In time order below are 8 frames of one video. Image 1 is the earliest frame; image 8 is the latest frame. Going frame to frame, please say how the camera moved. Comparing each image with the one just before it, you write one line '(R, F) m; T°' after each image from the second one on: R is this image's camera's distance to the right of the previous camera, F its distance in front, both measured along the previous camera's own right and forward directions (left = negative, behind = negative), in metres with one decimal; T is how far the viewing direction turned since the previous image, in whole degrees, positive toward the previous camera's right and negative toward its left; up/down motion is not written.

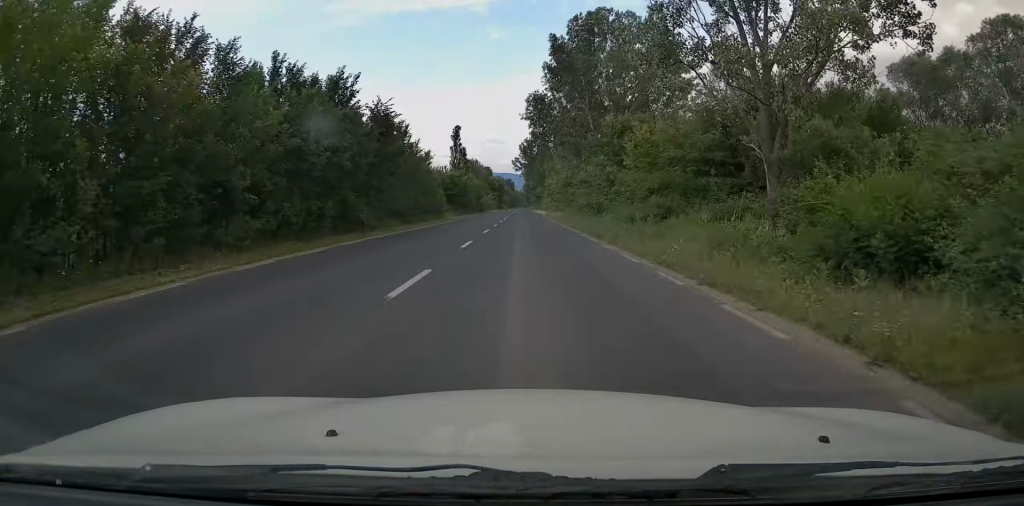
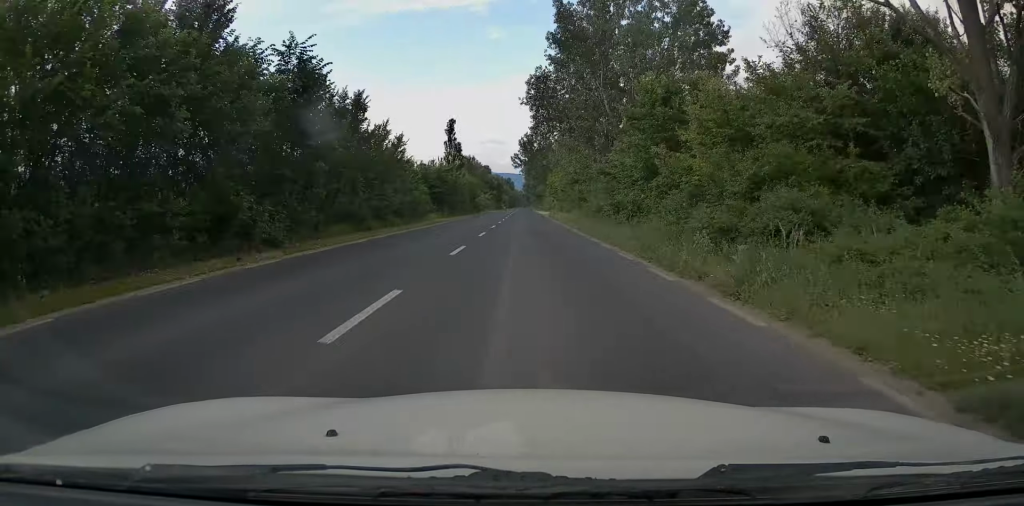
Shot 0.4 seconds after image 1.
(0.0, +11.2) m; 0°
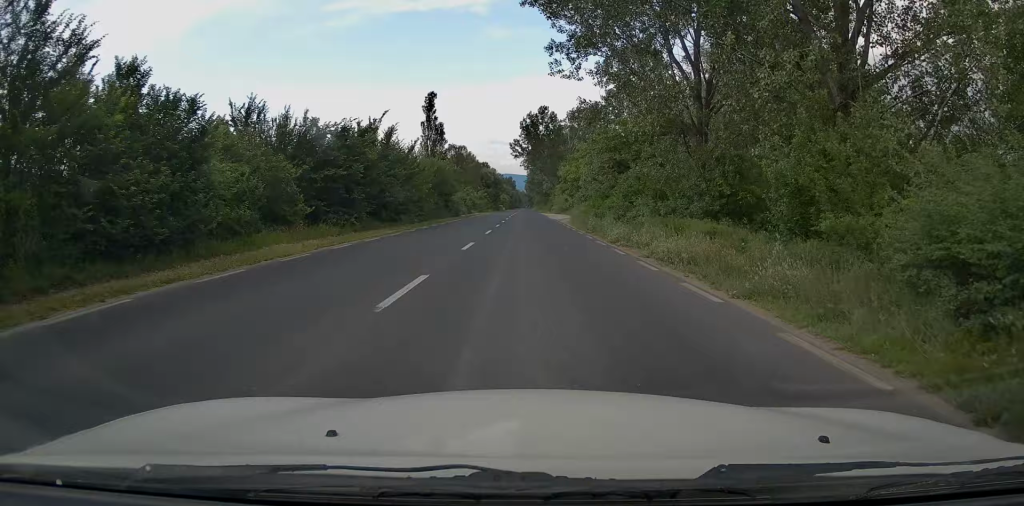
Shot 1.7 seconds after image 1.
(-0.1, +33.7) m; -1°
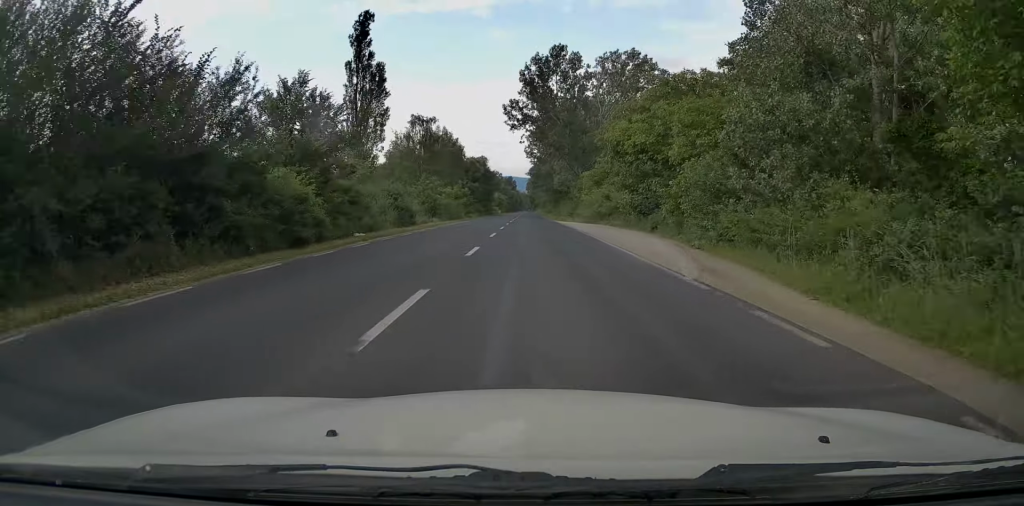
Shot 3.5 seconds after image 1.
(-0.3, +45.9) m; 0°
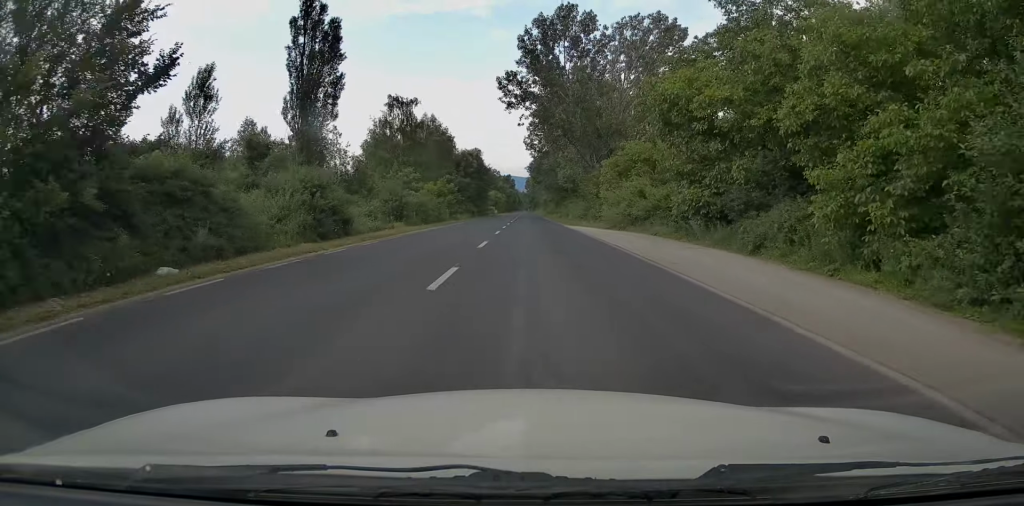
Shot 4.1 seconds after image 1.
(+0.2, +14.7) m; 0°
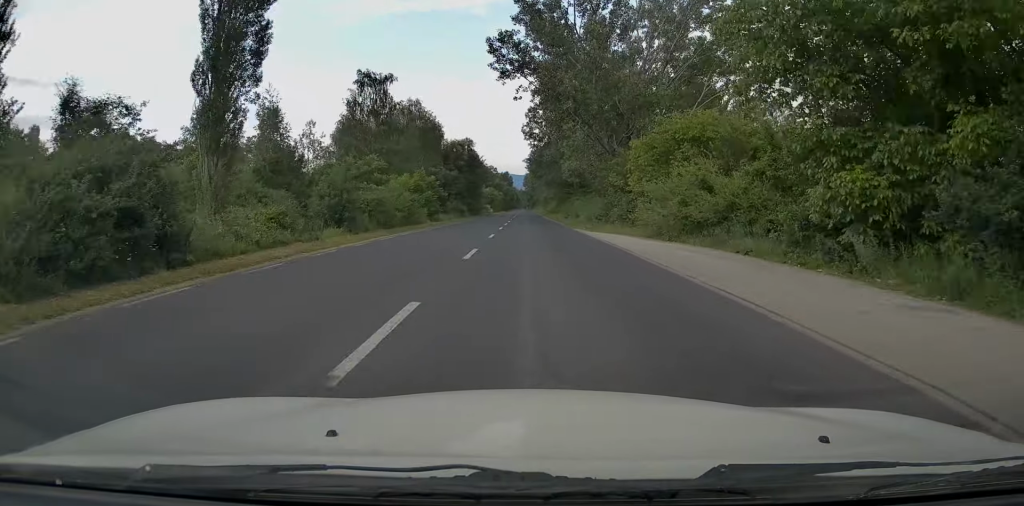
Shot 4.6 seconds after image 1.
(0.0, +13.0) m; 0°
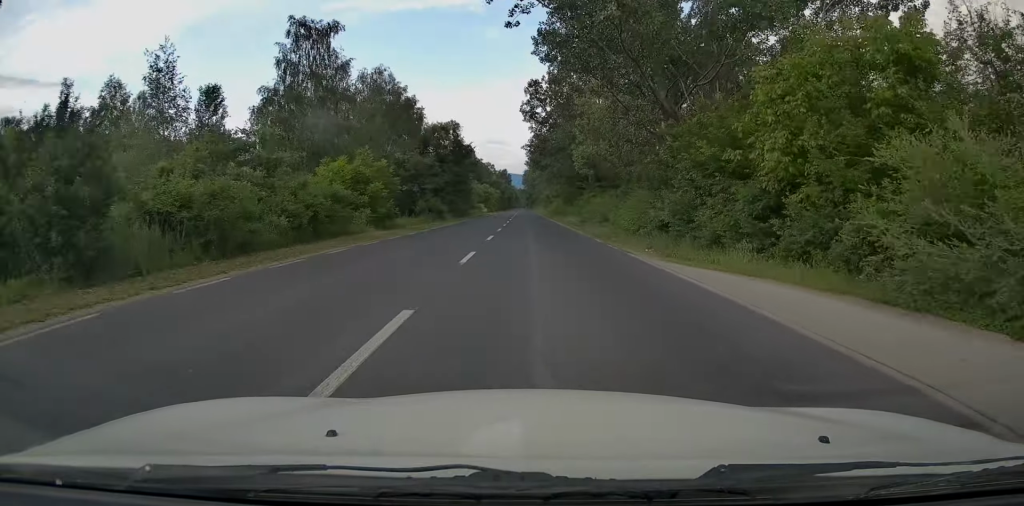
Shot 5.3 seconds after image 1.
(0.0, +18.3) m; 0°
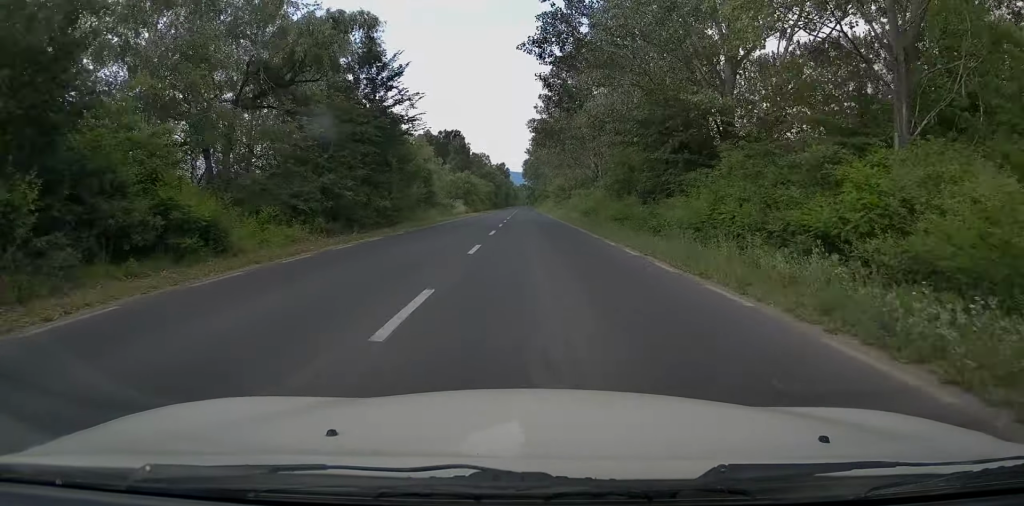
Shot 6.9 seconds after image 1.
(+0.2, +43.0) m; +1°
